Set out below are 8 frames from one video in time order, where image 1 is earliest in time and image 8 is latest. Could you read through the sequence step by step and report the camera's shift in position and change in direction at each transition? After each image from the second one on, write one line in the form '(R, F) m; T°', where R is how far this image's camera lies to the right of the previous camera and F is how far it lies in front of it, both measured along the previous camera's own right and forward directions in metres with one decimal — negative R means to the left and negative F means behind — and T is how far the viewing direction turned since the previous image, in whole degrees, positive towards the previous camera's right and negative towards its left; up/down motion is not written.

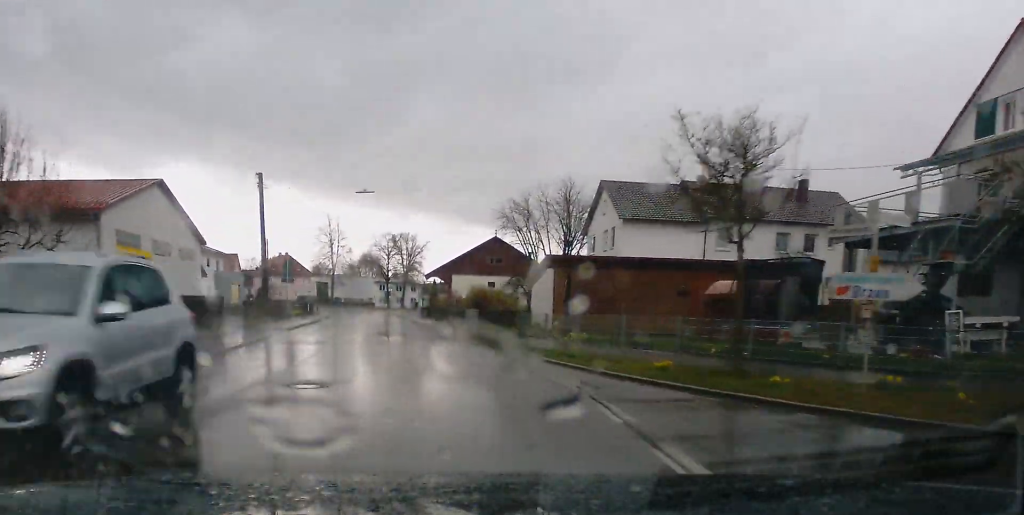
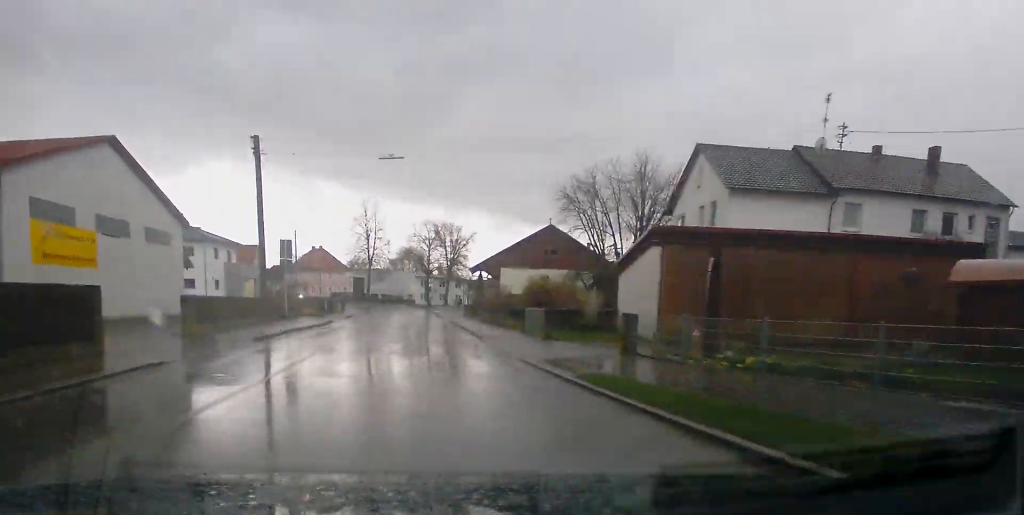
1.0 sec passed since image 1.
(-0.1, +12.2) m; -2°
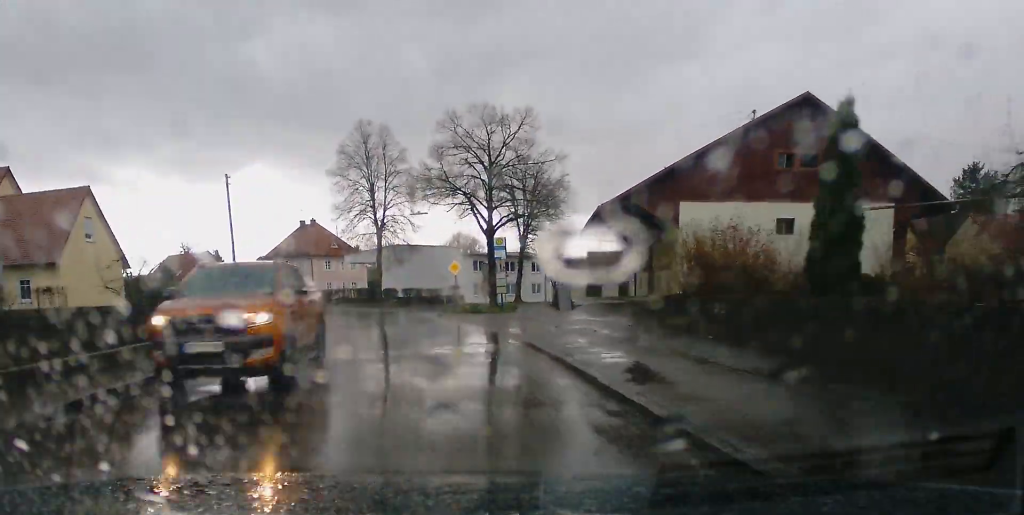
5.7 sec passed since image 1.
(-3.7, +56.4) m; -8°
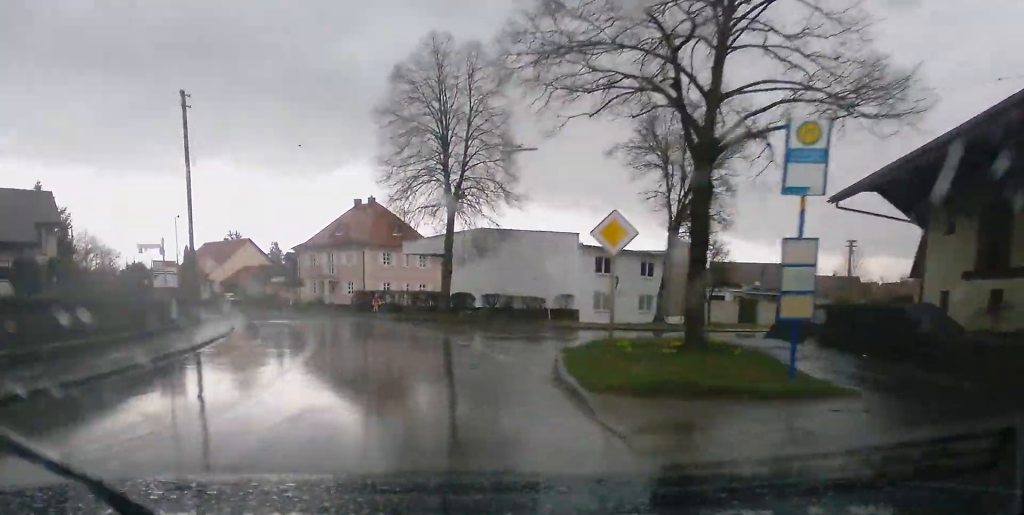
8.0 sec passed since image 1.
(-1.2, +26.9) m; -7°
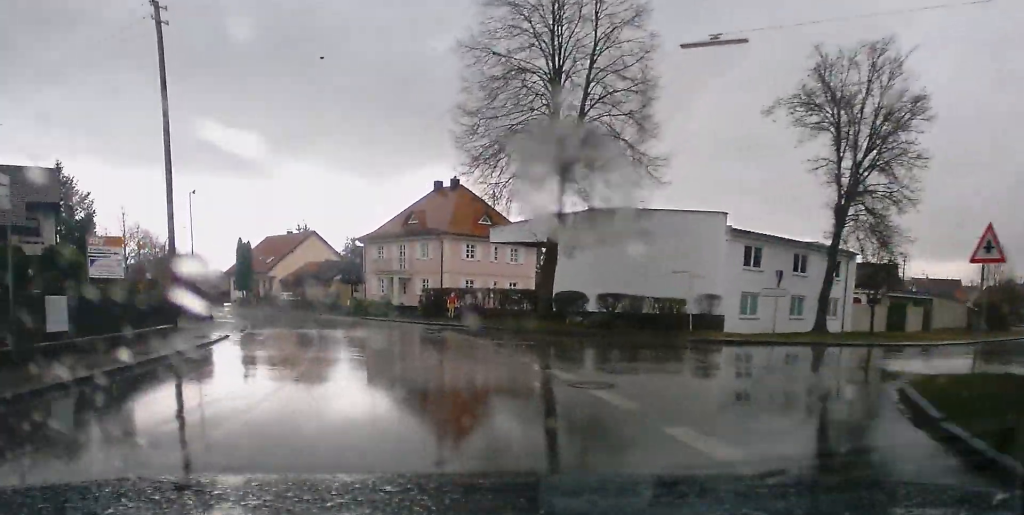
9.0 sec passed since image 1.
(-0.3, +12.4) m; -5°
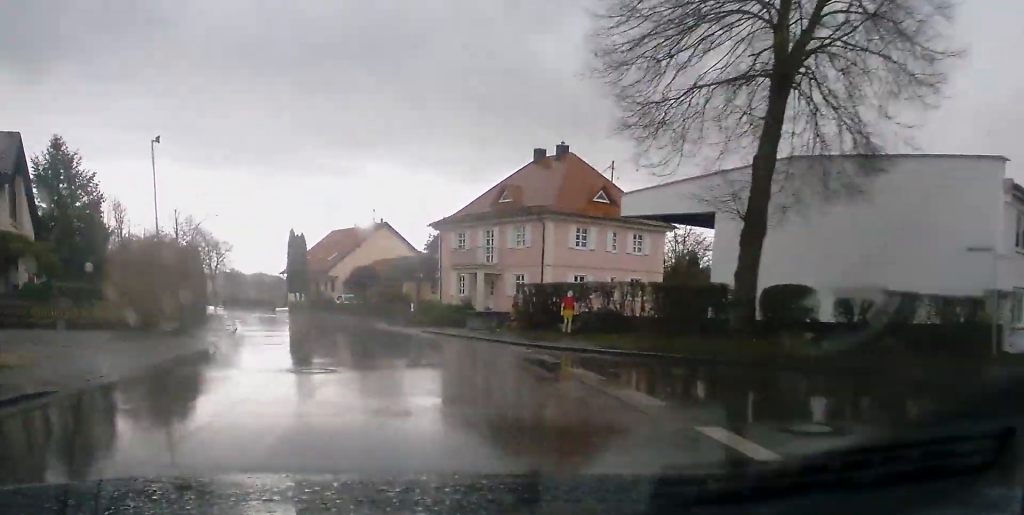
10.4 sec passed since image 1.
(-0.8, +14.8) m; -6°
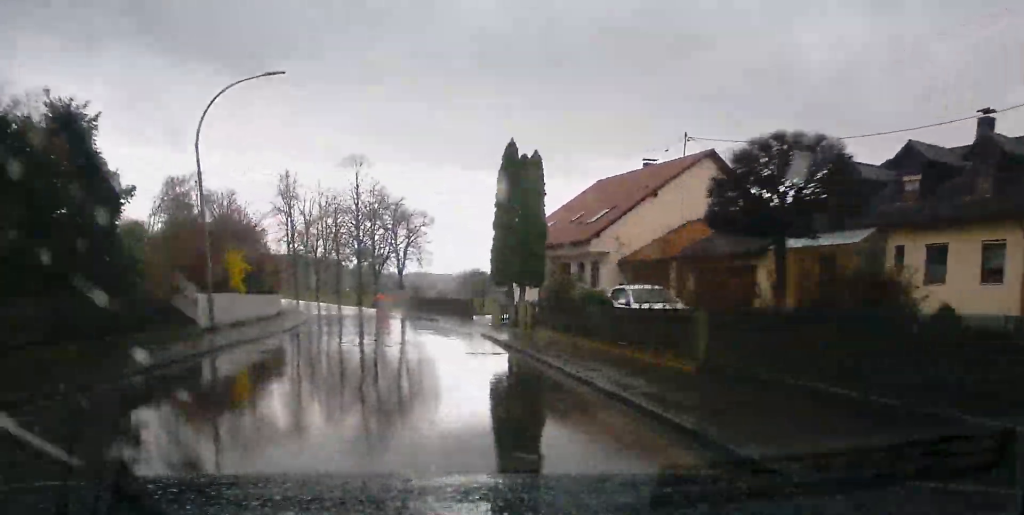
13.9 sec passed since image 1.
(-6.1, +39.7) m; -16°
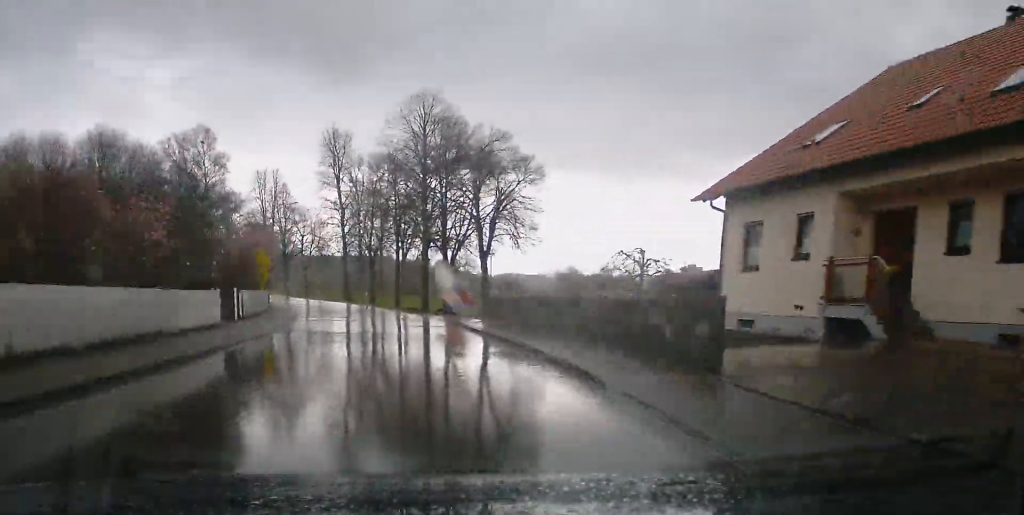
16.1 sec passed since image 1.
(-1.5, +28.4) m; -6°
